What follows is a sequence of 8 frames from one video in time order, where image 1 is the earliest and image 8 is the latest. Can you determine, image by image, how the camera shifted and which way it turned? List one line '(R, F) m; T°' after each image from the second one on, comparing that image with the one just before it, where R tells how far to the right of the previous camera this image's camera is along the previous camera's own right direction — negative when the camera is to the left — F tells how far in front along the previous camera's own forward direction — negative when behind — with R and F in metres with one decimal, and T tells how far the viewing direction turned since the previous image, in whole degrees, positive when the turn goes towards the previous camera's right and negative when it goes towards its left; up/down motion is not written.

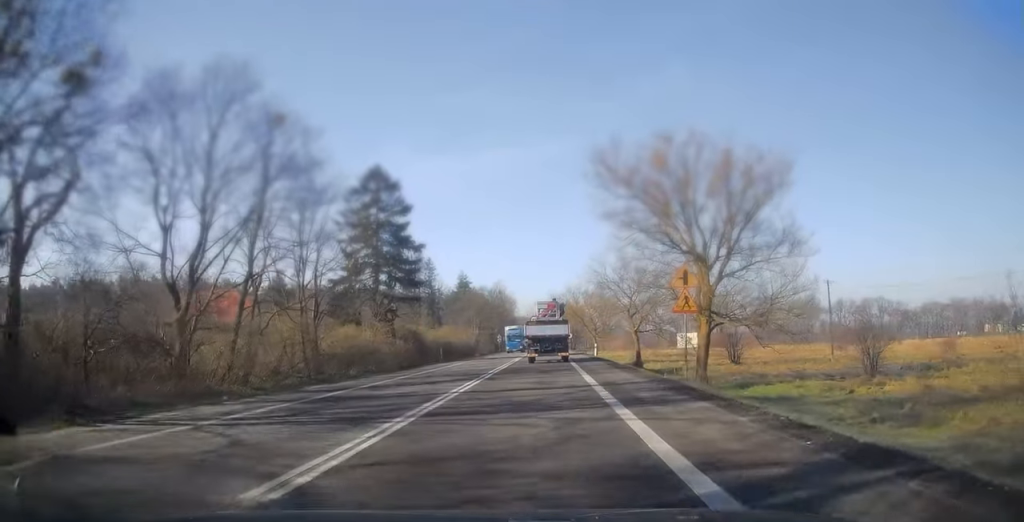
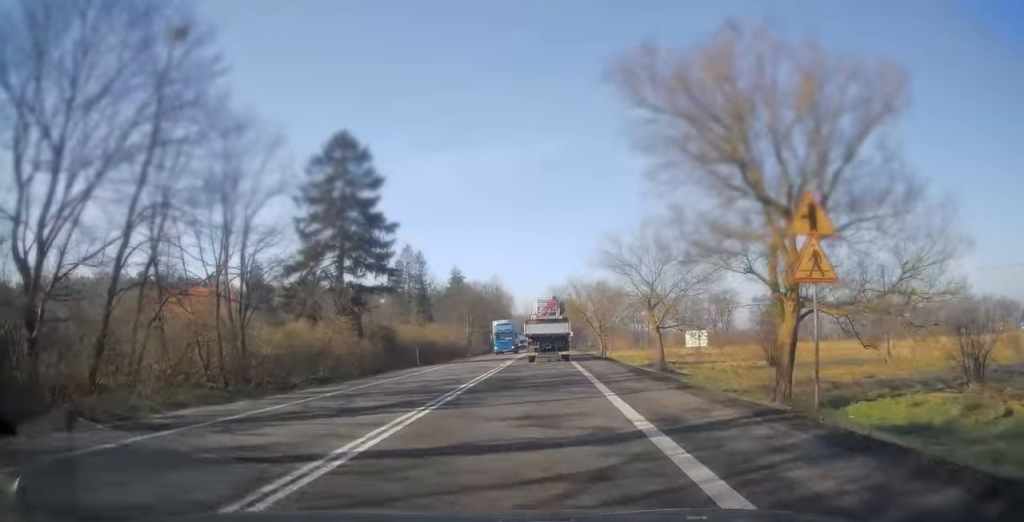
(-0.2, +9.1) m; 0°
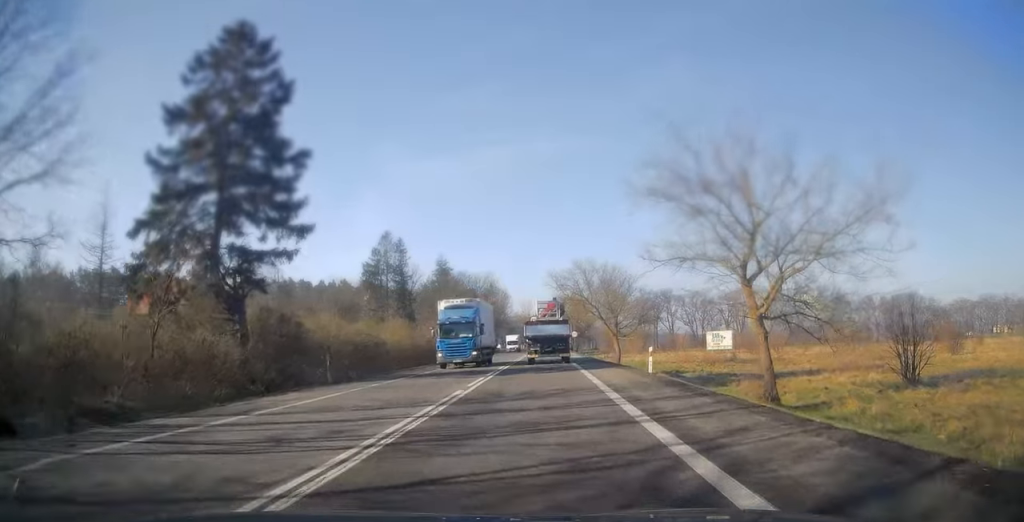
(+0.2, +17.2) m; 0°
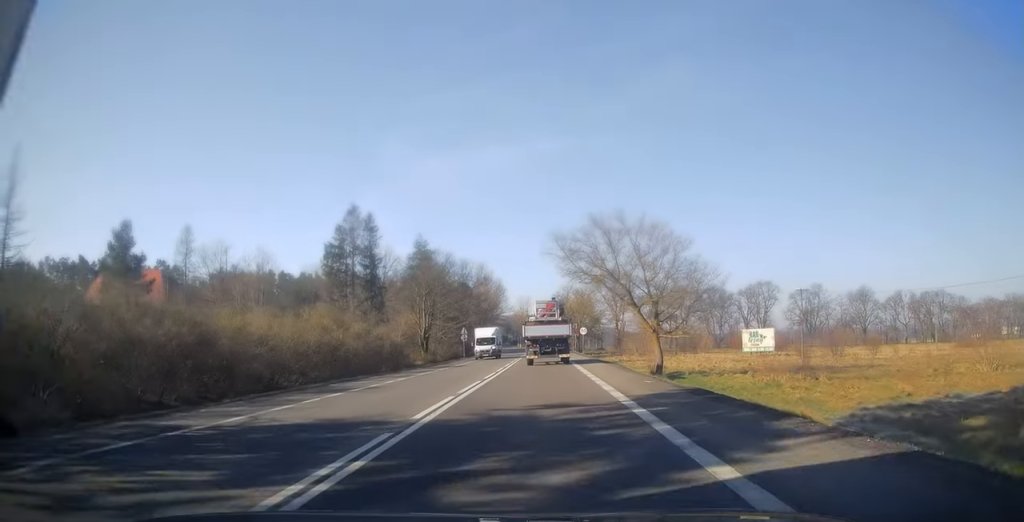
(-0.3, +19.8) m; 0°
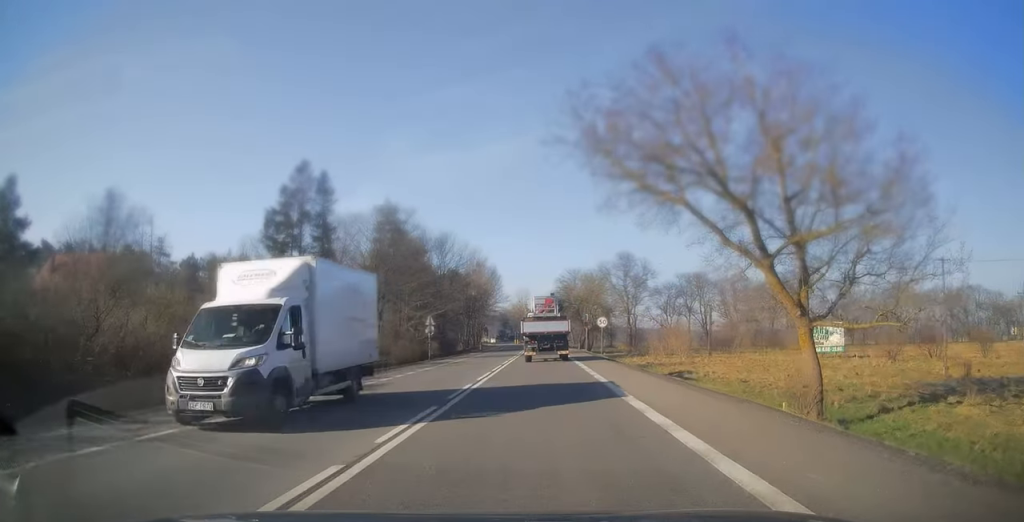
(+0.3, +20.8) m; 0°
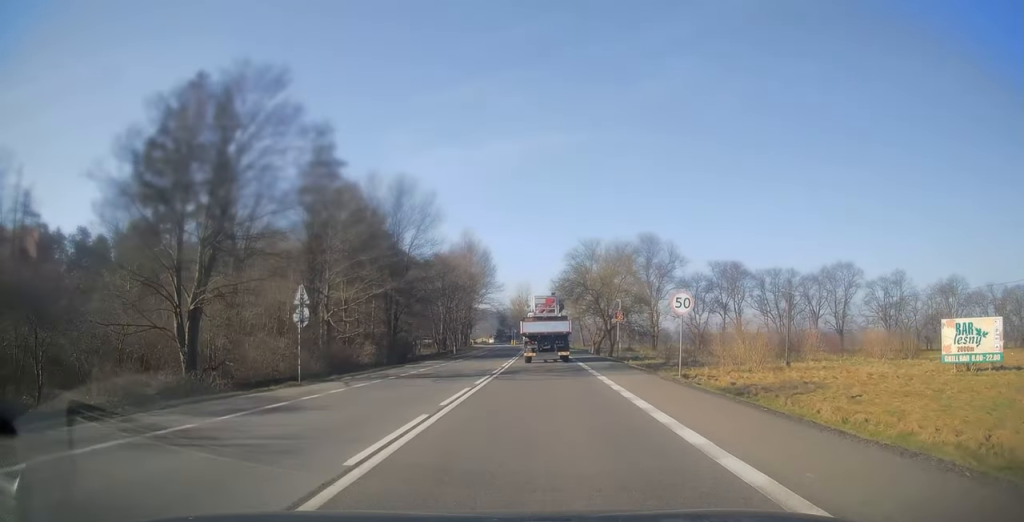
(-0.2, +25.6) m; 0°
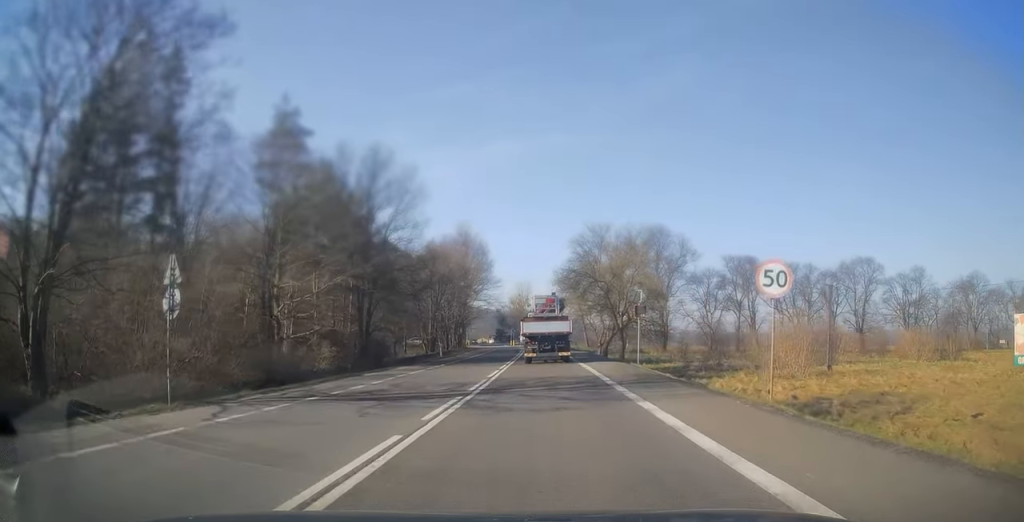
(0.0, +8.1) m; 0°
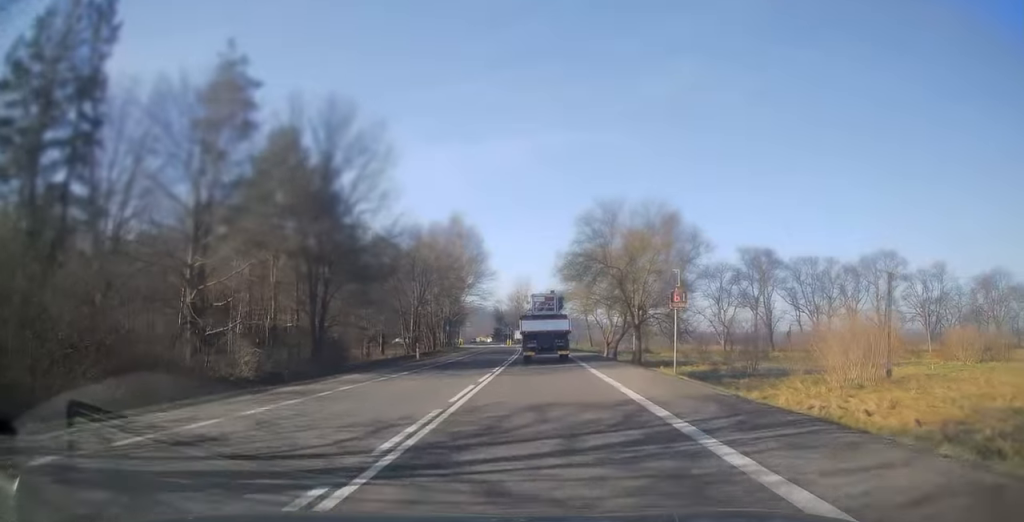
(+0.1, +8.9) m; 0°
